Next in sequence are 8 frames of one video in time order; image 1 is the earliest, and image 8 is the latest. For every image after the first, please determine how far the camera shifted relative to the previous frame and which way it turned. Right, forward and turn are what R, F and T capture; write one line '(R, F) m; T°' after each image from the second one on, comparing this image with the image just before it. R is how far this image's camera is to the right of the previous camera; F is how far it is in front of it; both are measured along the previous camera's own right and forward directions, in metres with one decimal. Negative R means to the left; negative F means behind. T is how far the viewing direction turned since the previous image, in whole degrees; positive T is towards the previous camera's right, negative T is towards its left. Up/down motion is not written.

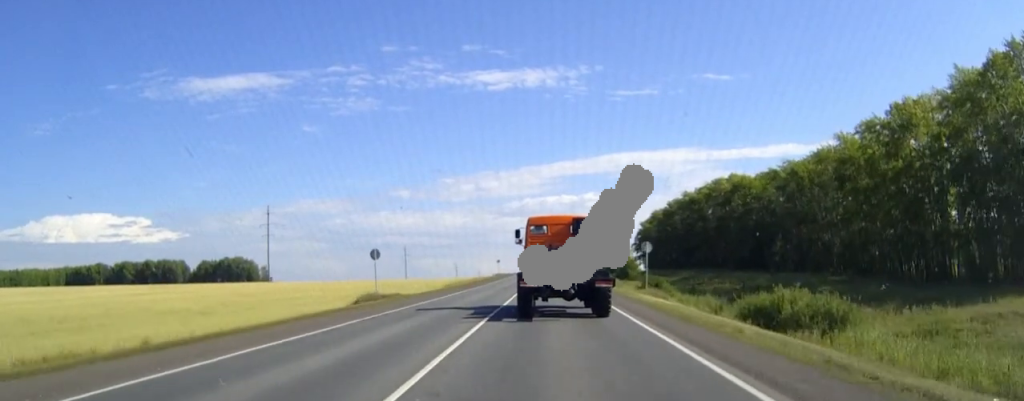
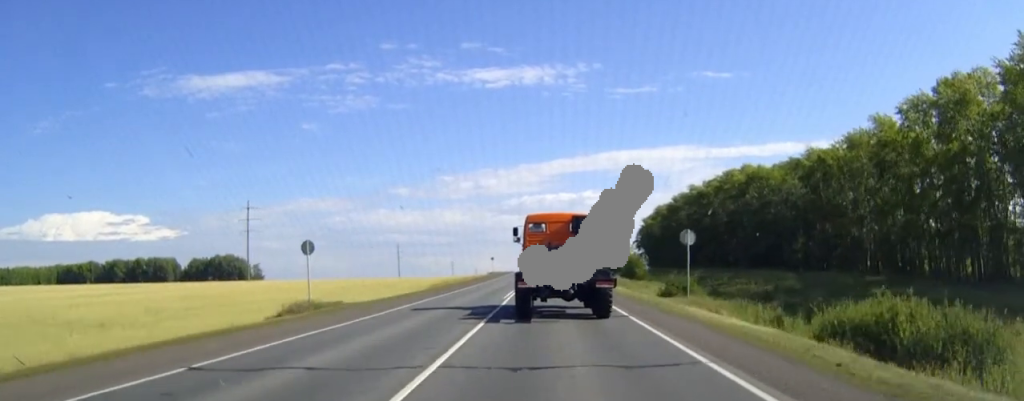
(0.0, +13.6) m; 0°
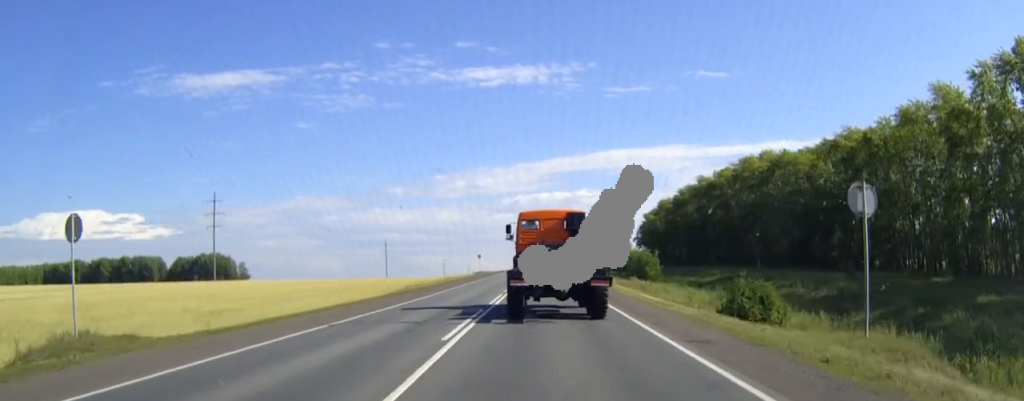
(+0.1, +18.6) m; 0°
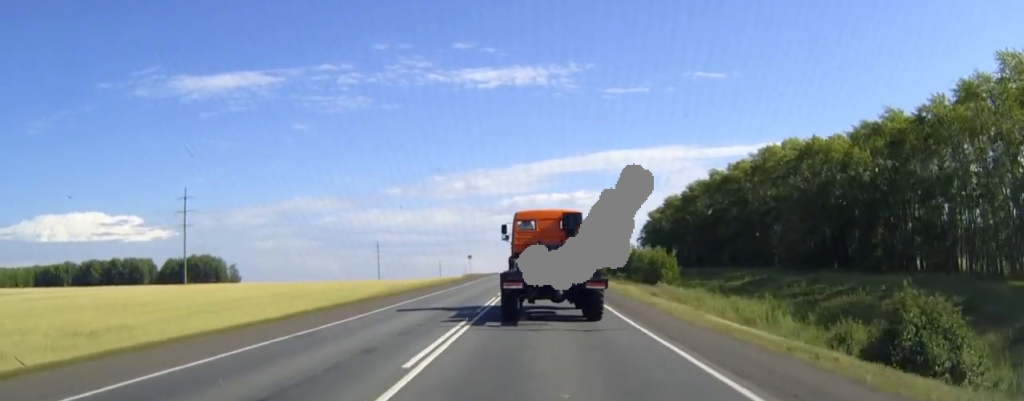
(0.0, +15.4) m; 0°
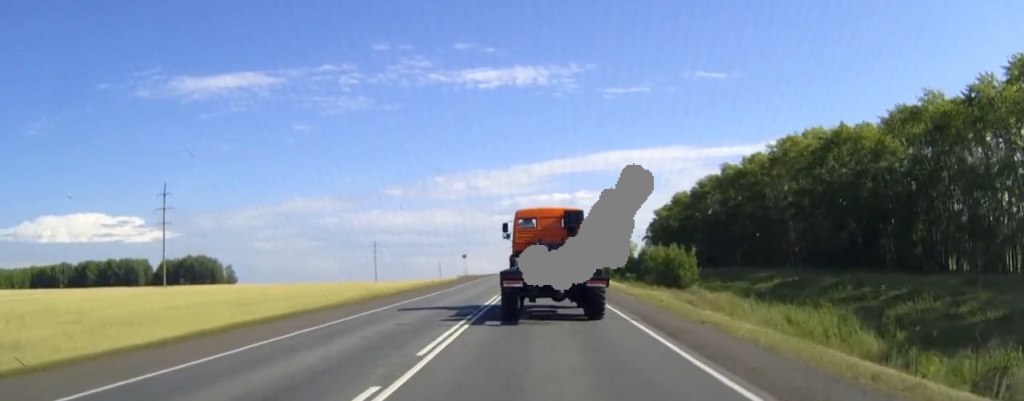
(0.0, +10.7) m; 0°
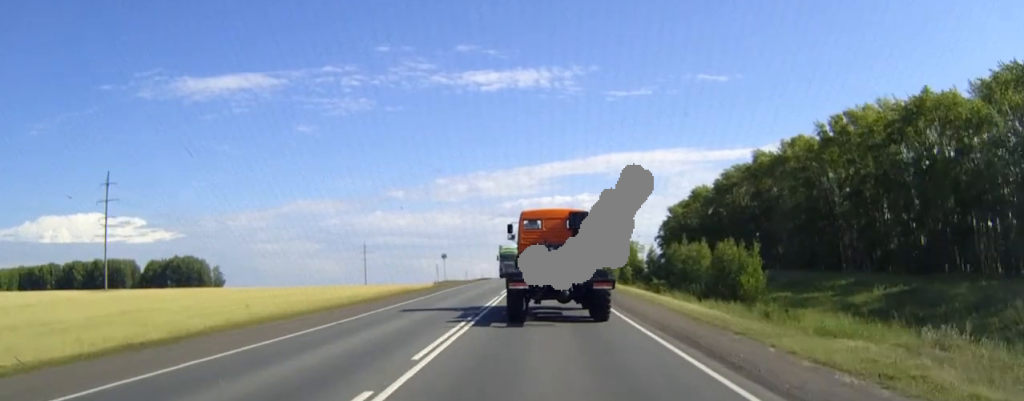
(0.0, +24.5) m; 0°
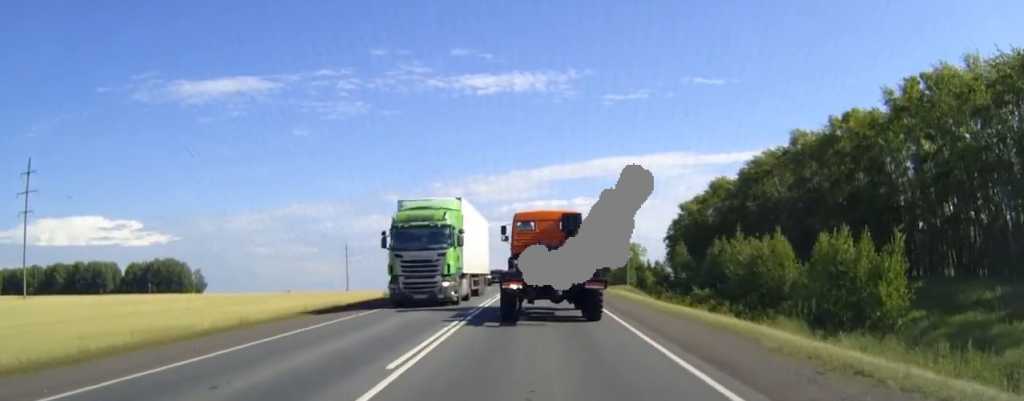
(0.0, +24.9) m; 0°
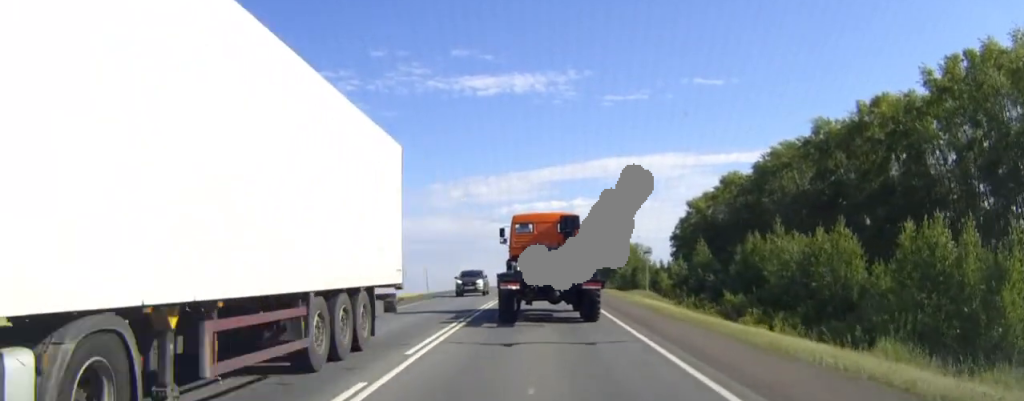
(0.0, +10.3) m; 0°
